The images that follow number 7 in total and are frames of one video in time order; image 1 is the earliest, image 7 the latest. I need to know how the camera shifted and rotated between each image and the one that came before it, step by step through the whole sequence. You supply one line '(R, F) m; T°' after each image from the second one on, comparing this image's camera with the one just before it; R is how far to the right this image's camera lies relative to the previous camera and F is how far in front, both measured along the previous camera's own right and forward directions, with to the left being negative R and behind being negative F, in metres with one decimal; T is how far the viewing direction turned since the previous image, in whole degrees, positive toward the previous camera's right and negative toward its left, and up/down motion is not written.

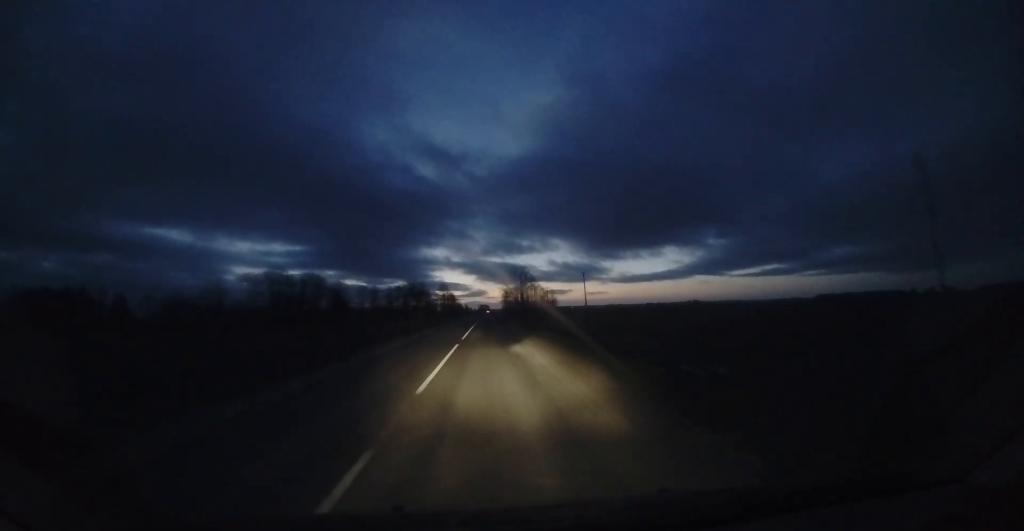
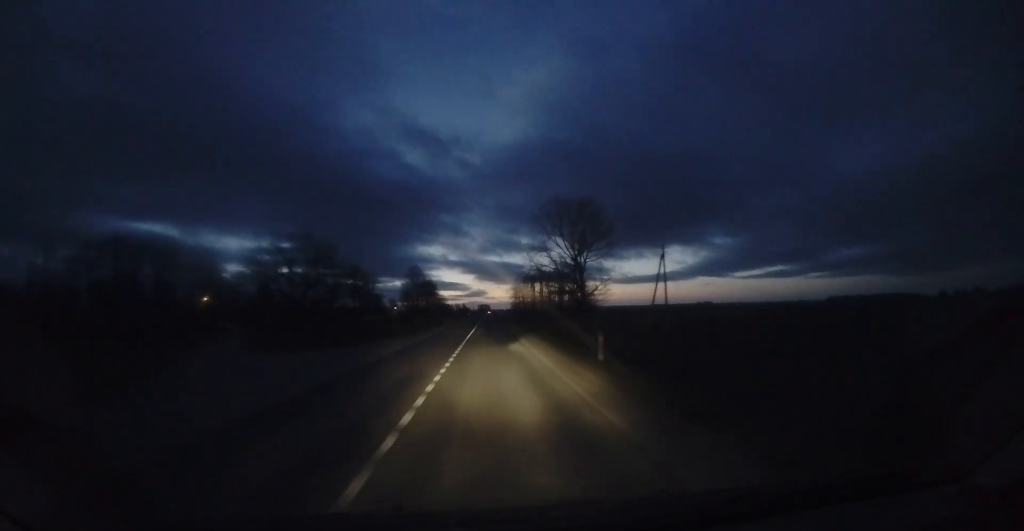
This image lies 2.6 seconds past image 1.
(+1.4, +70.2) m; +1°
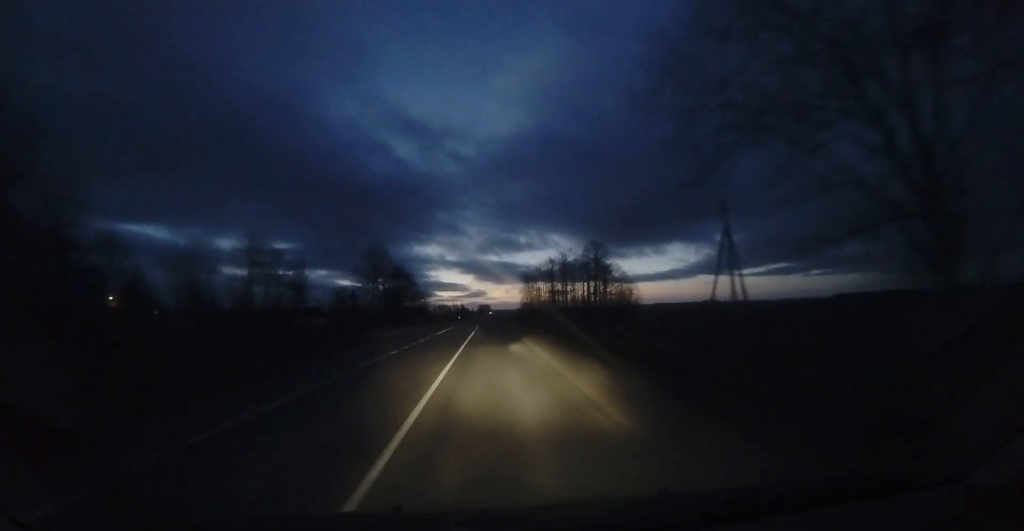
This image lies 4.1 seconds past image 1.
(-0.1, +38.2) m; -1°
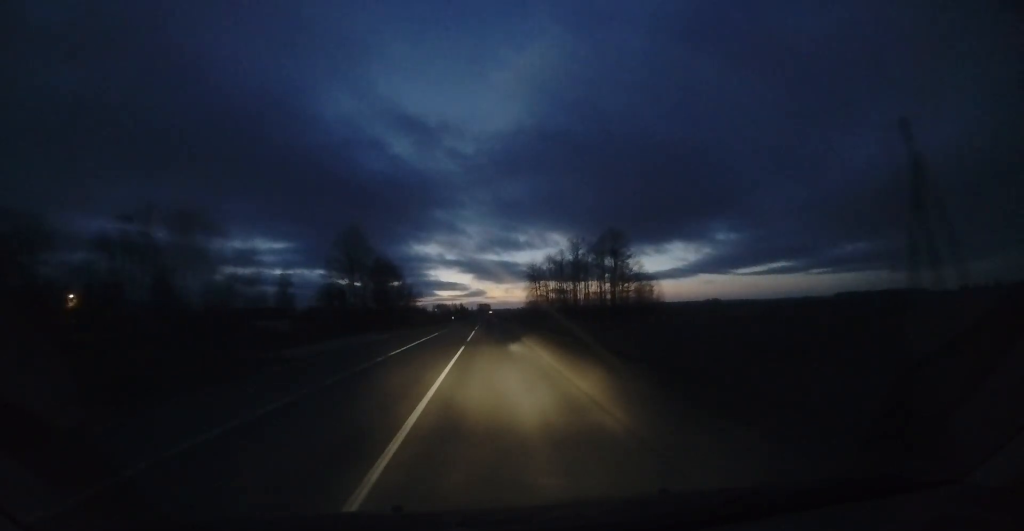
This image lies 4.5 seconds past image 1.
(-0.4, +12.4) m; 0°
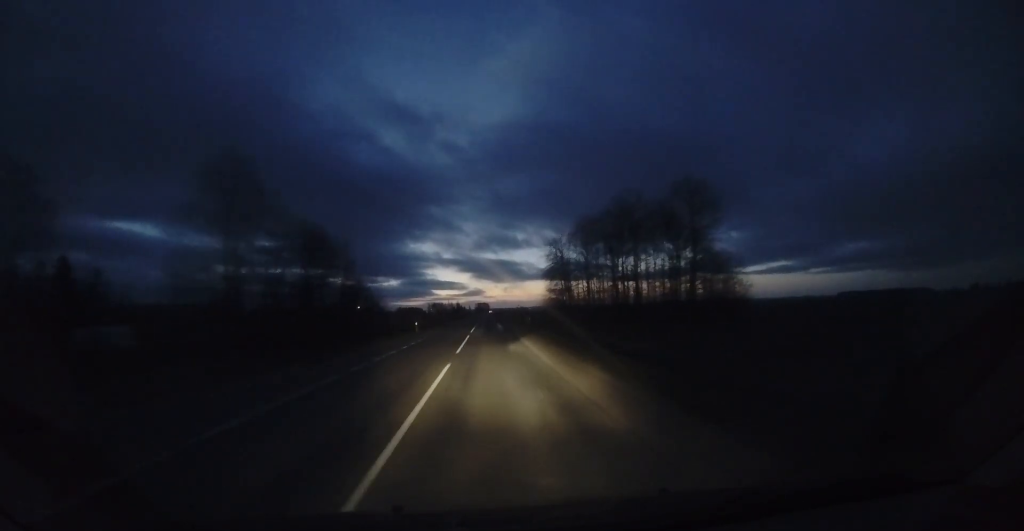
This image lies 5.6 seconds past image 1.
(+0.3, +29.1) m; +1°
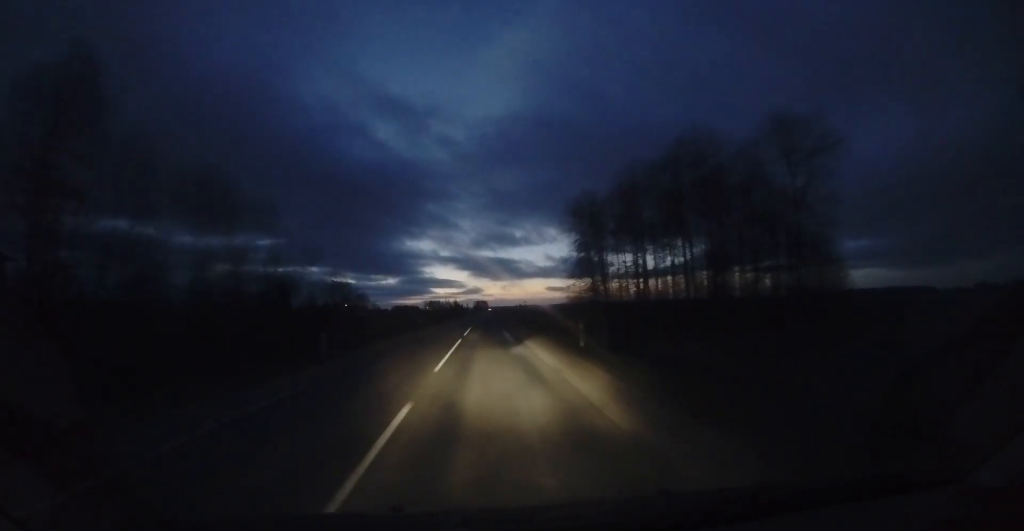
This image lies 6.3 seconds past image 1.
(+0.1, +16.8) m; 0°
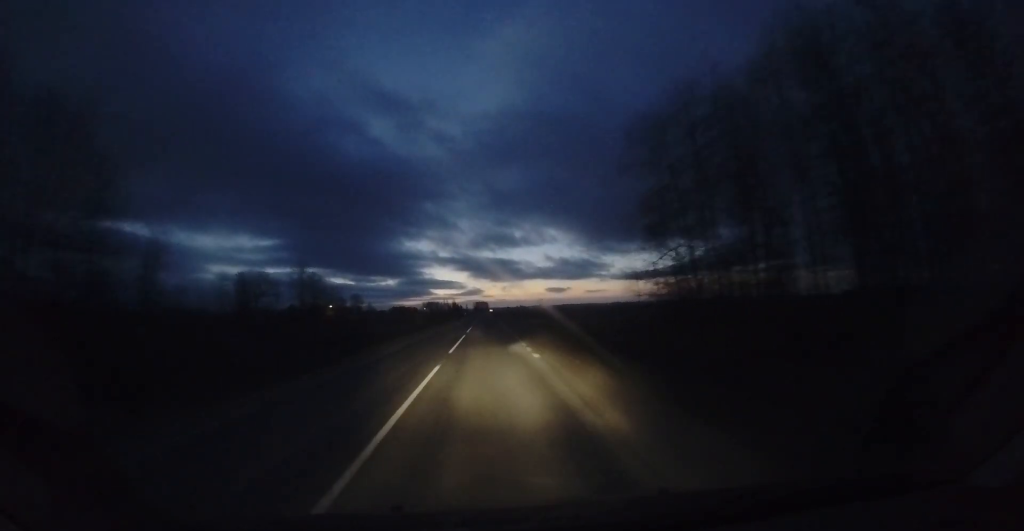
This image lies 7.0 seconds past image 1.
(+0.1, +19.0) m; 0°
